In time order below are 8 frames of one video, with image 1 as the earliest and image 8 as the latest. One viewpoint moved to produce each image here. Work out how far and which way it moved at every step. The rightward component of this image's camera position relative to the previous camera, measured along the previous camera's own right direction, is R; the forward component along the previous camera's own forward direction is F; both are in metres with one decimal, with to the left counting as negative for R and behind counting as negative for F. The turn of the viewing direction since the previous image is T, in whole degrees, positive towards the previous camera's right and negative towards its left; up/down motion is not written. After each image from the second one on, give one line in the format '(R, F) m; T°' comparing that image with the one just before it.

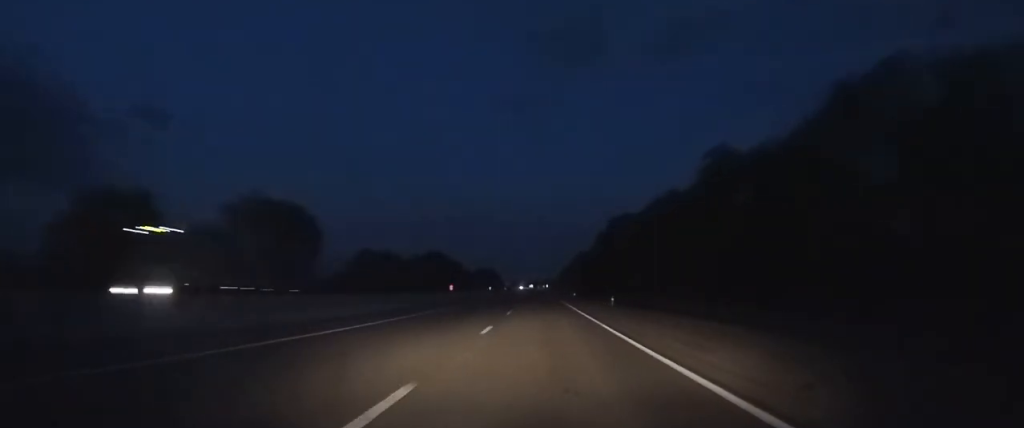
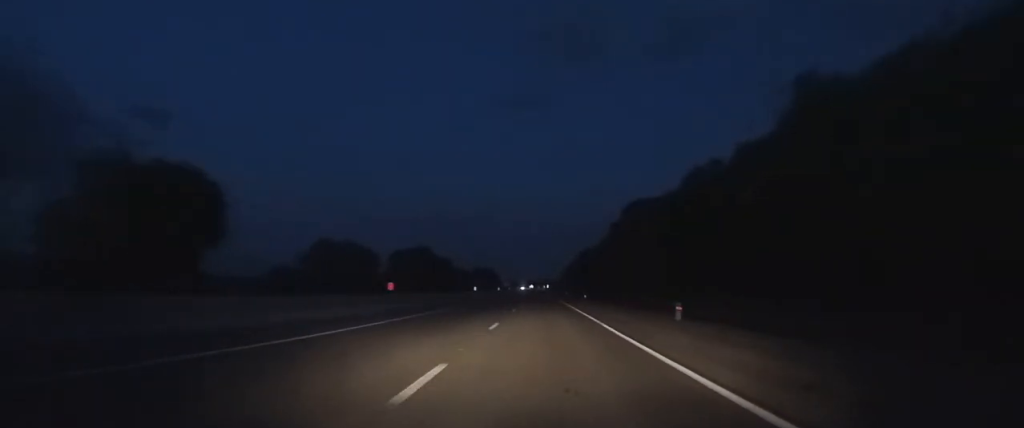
(+0.1, +21.8) m; 0°
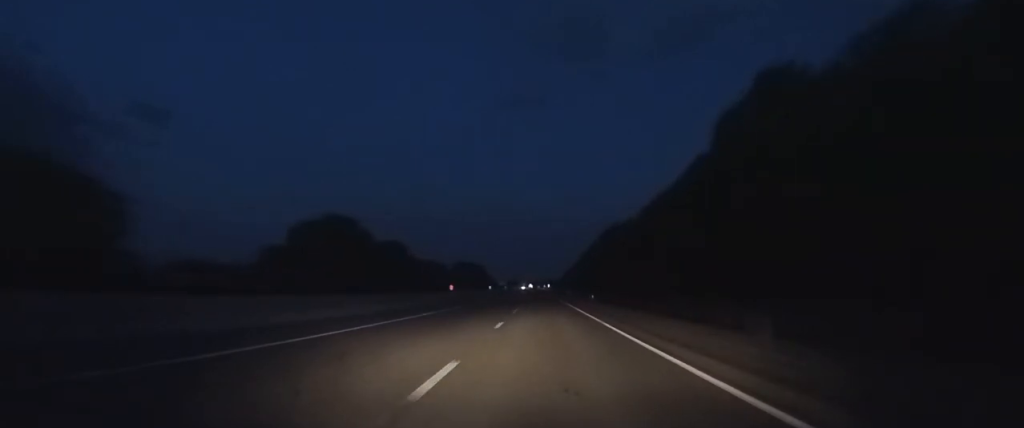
(-0.2, +59.8) m; 0°
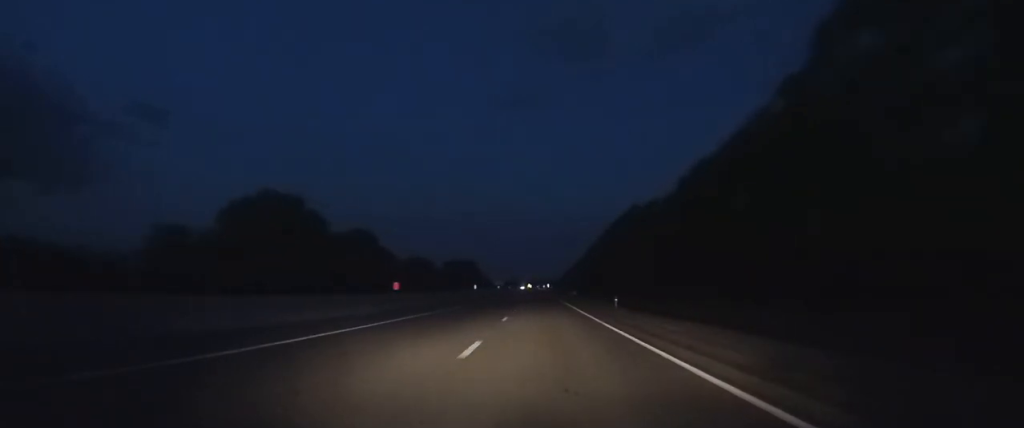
(0.0, +20.5) m; 0°
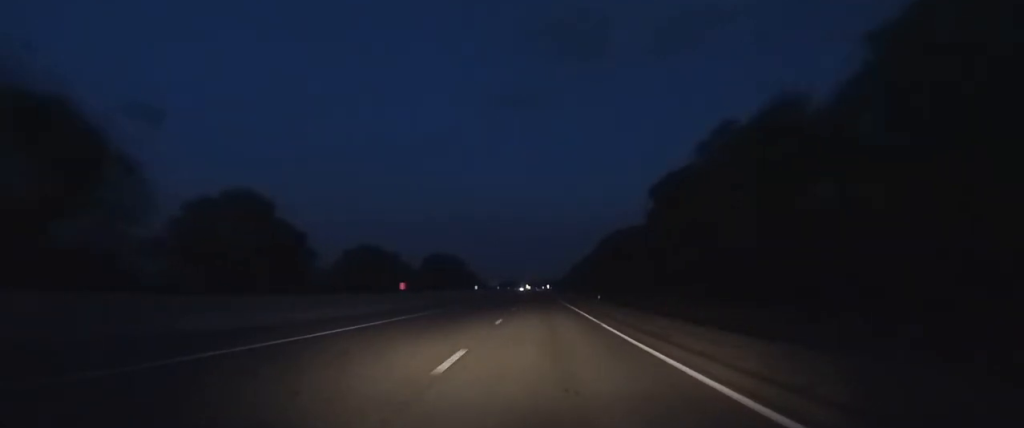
(+0.1, +40.3) m; 0°
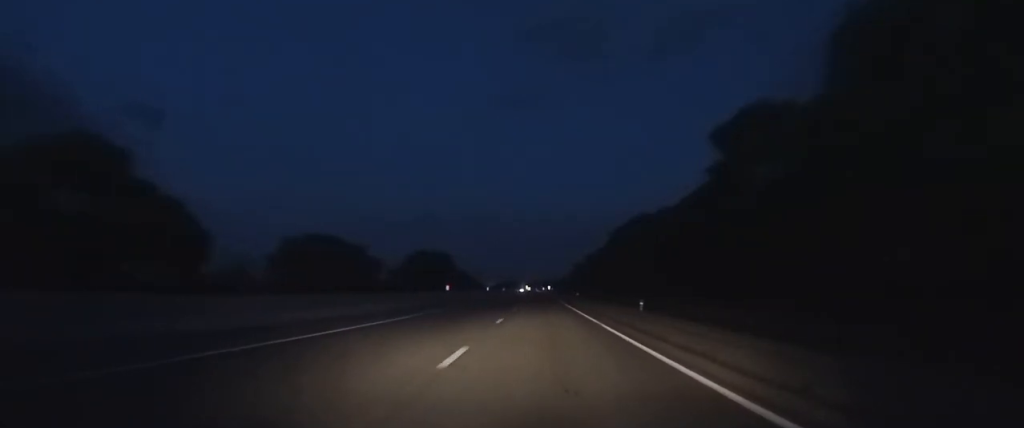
(0.0, +25.8) m; 0°
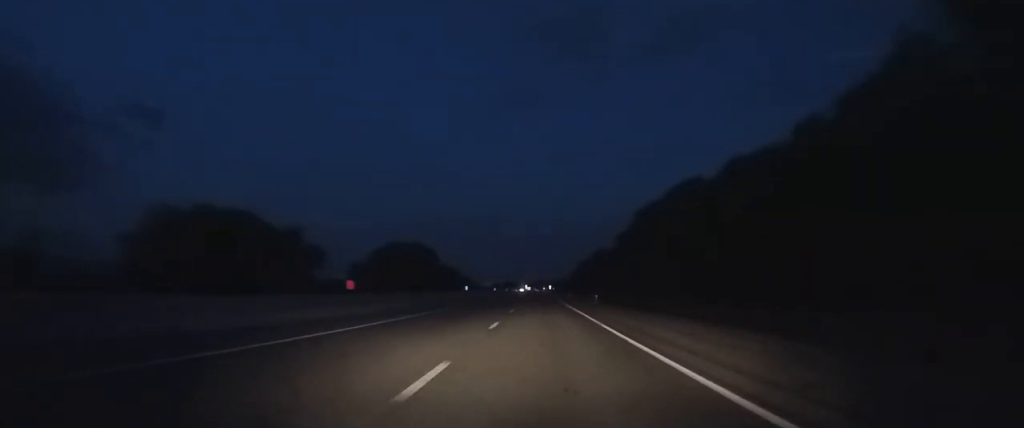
(0.0, +30.3) m; 0°
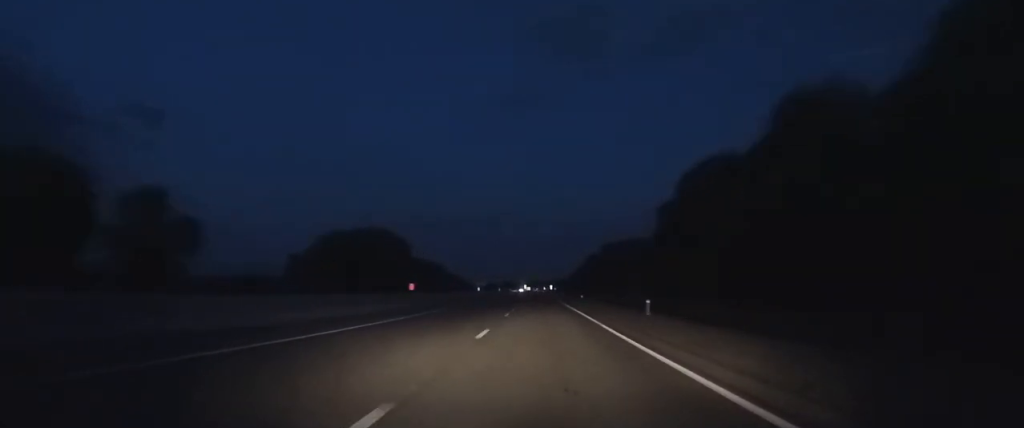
(0.0, +31.5) m; 0°
